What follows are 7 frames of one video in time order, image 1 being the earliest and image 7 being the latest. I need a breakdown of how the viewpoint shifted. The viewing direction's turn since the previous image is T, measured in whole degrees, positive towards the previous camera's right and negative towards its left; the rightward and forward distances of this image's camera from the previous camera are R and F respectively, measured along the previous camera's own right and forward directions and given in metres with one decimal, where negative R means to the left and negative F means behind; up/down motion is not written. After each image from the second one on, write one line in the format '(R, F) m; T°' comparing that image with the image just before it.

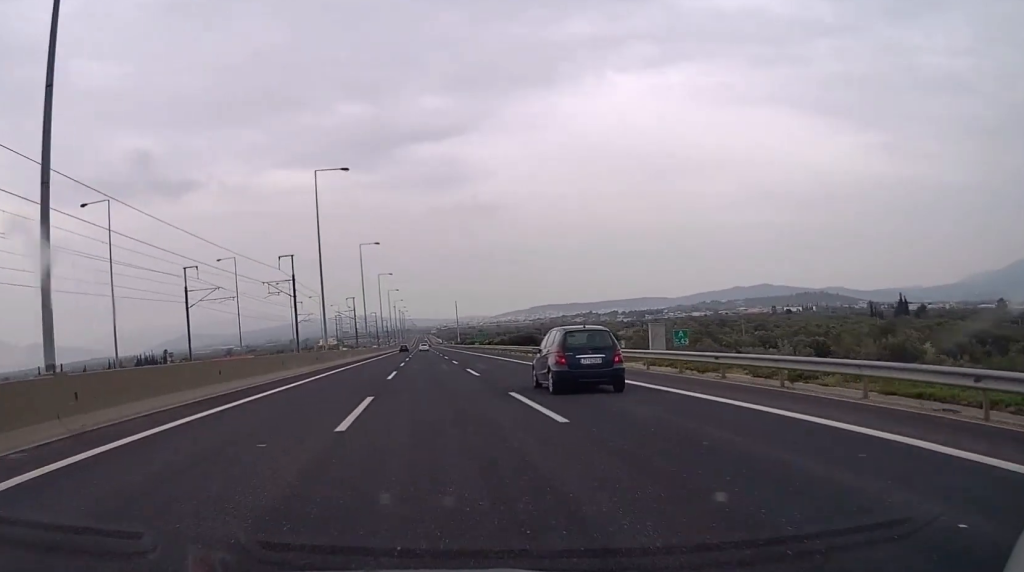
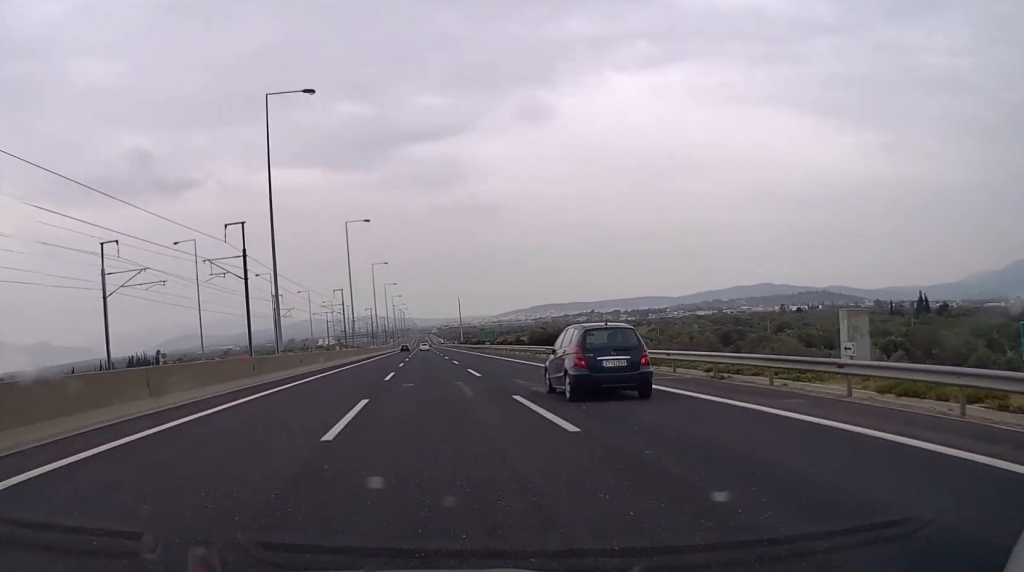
(0.0, +18.9) m; 0°
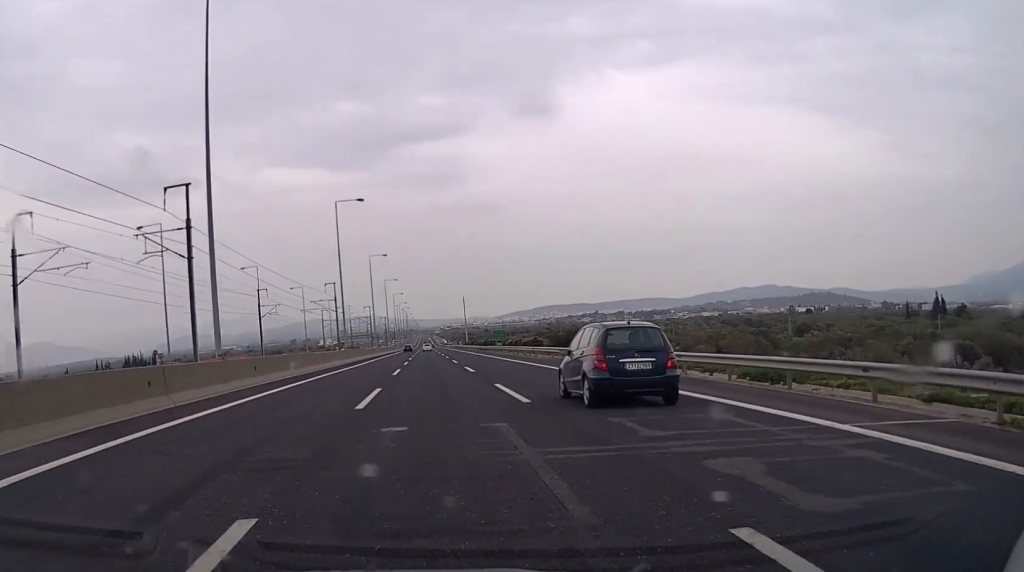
(0.0, +12.9) m; 0°
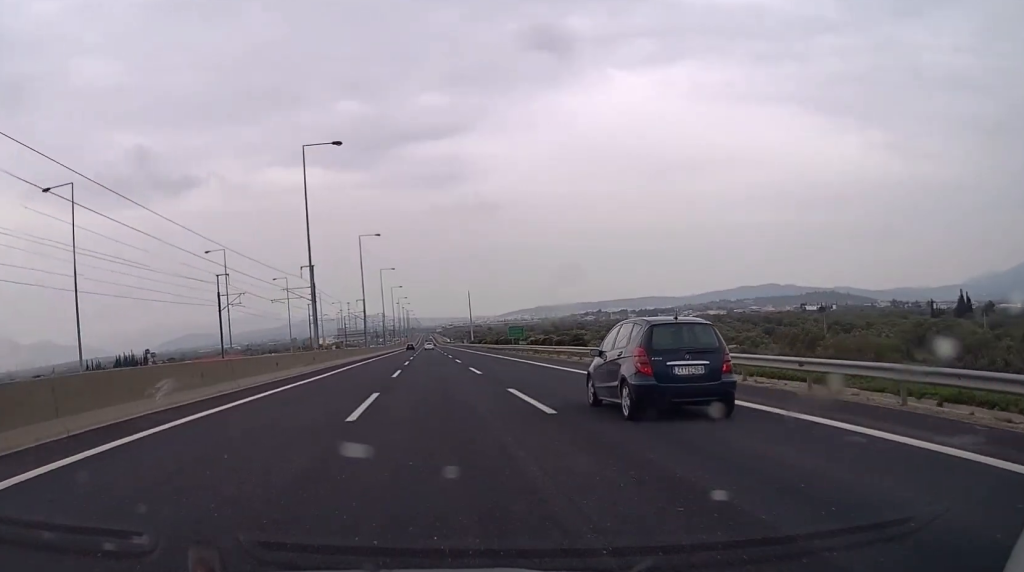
(+0.1, +20.9) m; 0°
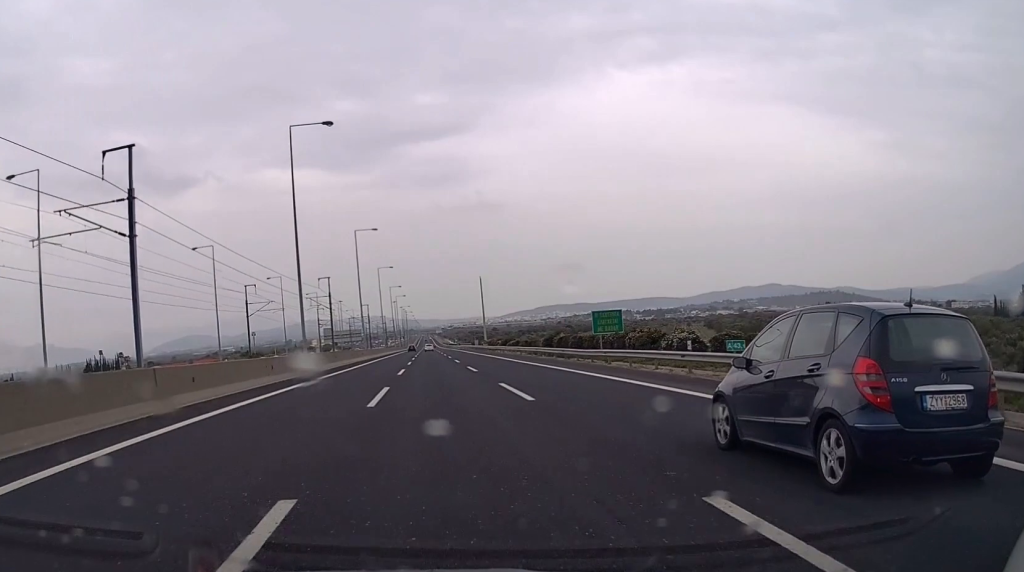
(-0.3, +50.6) m; 0°
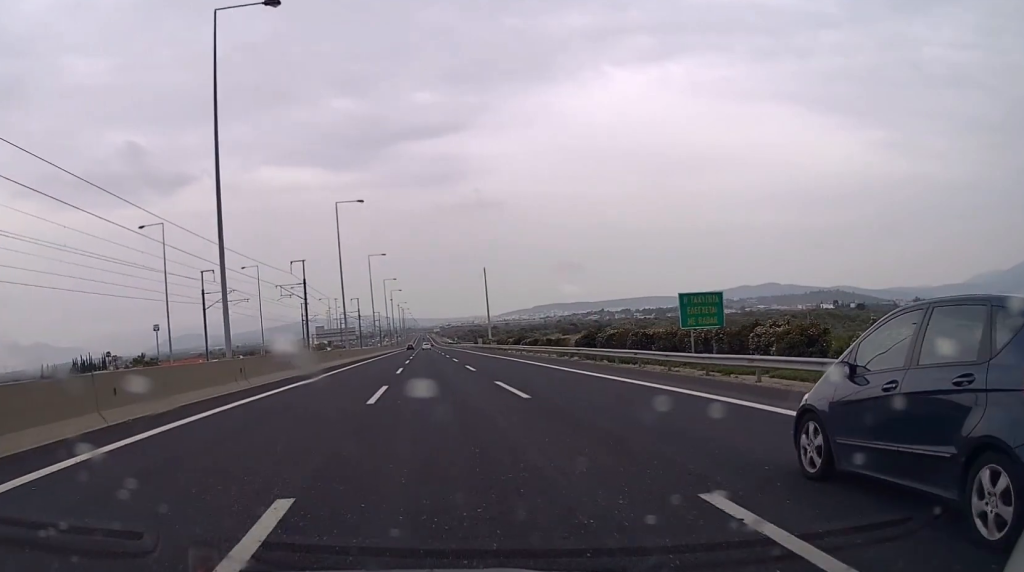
(+0.1, +17.8) m; 0°
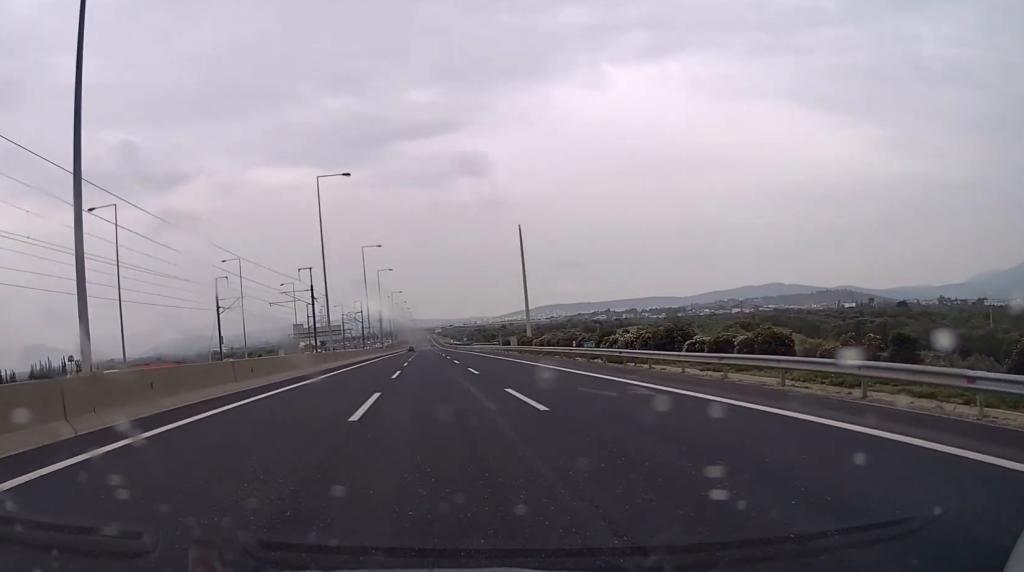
(+0.3, +57.5) m; 0°
